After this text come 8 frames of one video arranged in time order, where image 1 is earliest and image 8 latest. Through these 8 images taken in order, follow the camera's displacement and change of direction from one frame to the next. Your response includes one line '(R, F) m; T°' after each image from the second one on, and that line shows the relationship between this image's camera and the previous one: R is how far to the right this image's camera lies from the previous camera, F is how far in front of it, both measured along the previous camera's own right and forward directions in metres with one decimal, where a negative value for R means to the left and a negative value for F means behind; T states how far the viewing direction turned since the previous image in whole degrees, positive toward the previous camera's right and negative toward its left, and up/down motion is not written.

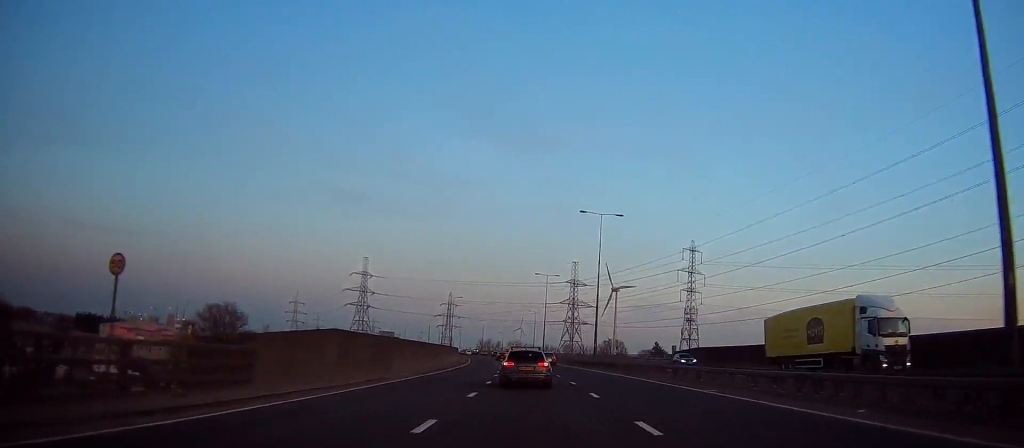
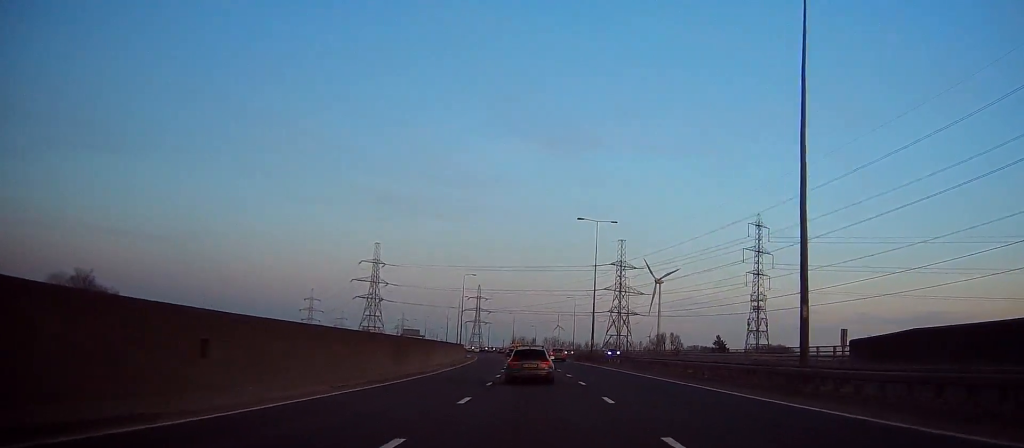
(-0.5, +47.4) m; -2°
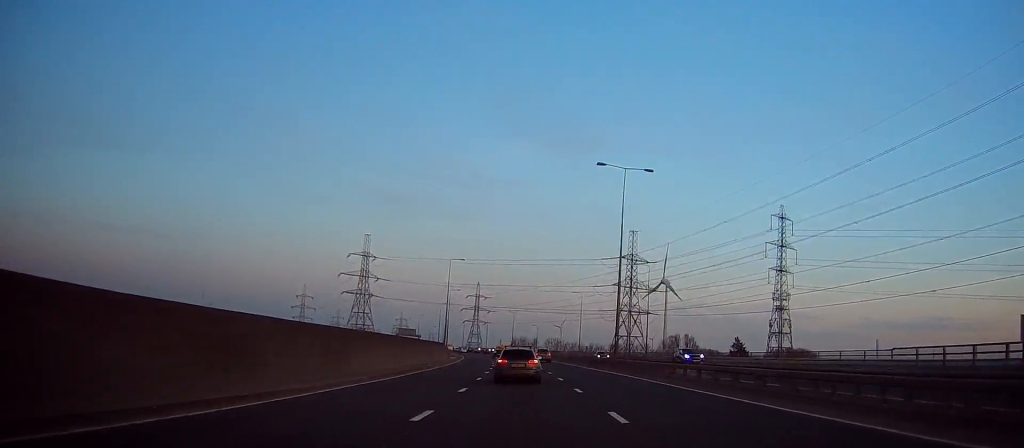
(-0.3, +22.2) m; -2°
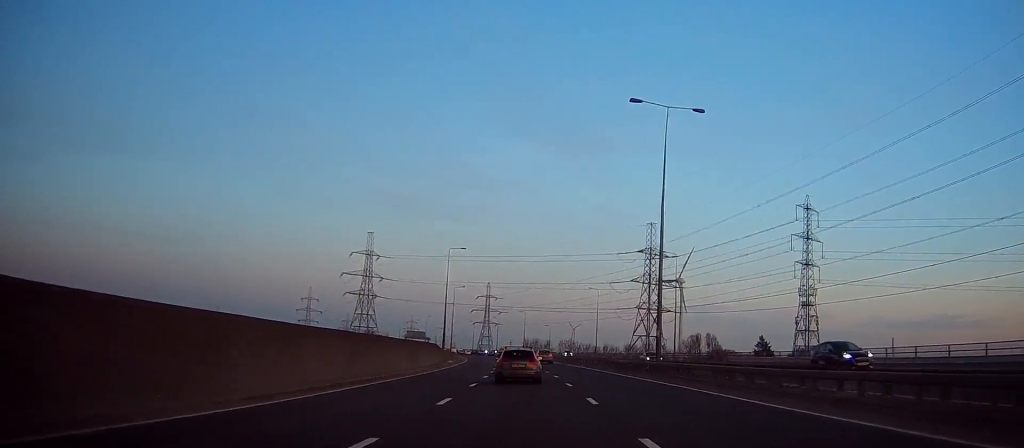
(-0.3, +13.5) m; -1°
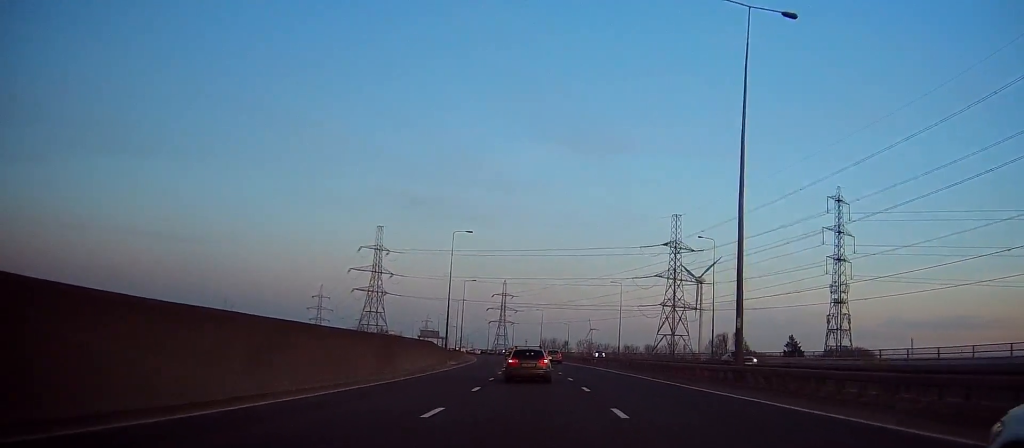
(0.0, +12.3) m; 0°
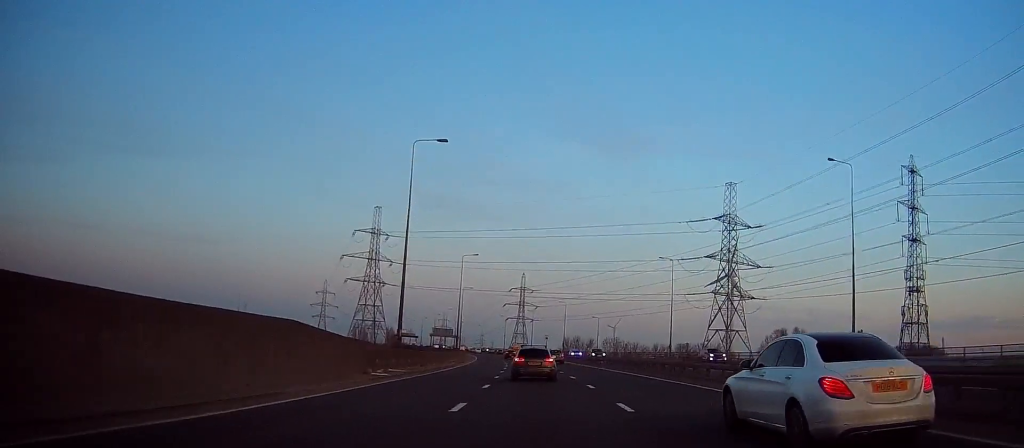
(-0.2, +34.6) m; -2°
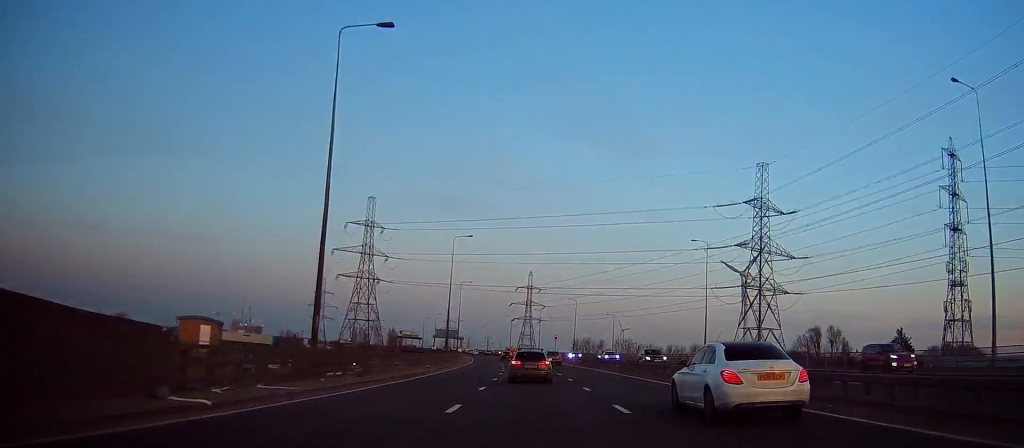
(-0.3, +17.5) m; -1°
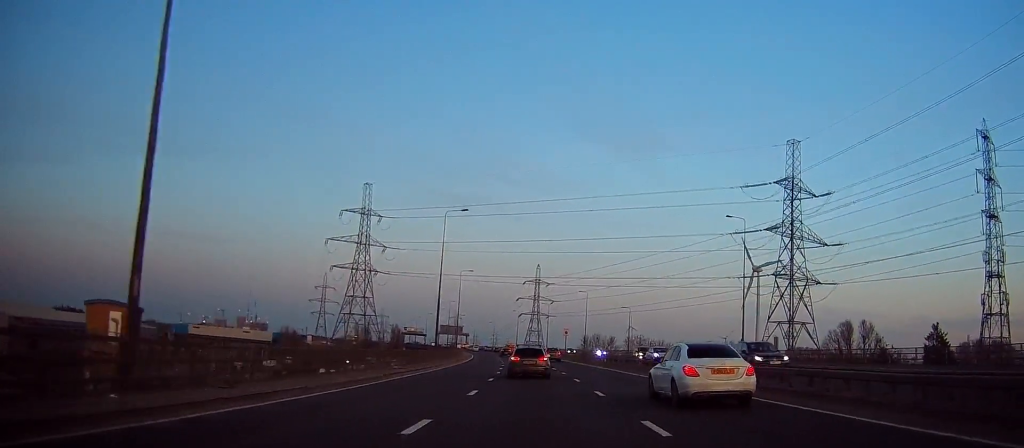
(-0.1, +13.2) m; -1°
